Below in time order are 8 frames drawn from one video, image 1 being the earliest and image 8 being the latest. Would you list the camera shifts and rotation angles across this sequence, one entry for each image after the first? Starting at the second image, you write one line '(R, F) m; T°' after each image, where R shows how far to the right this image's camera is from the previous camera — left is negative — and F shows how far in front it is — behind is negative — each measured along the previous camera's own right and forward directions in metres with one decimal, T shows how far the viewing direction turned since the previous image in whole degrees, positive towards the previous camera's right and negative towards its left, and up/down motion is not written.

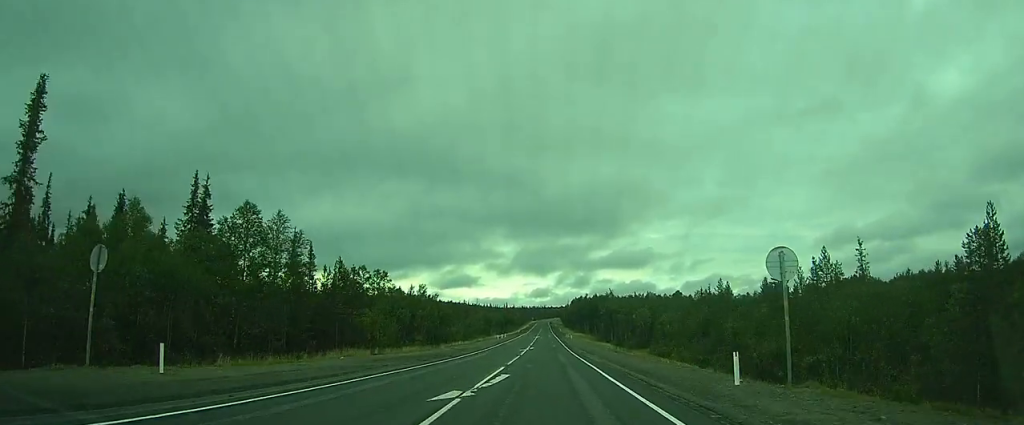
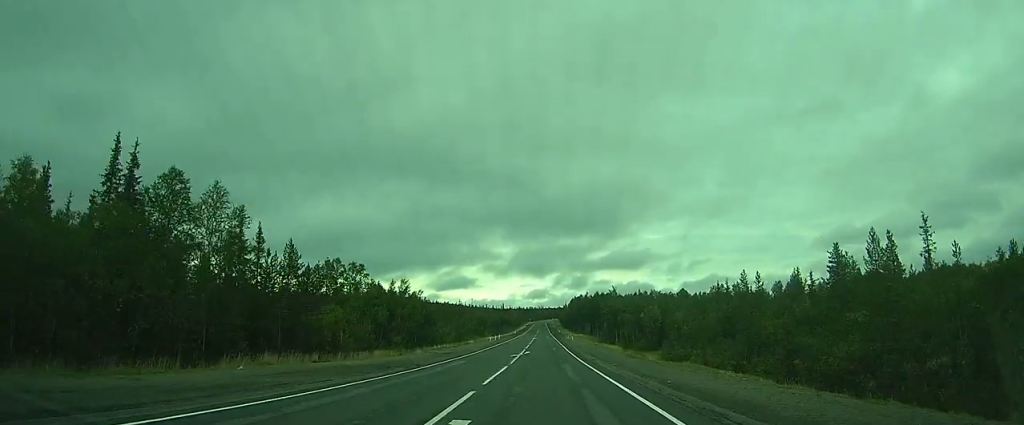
(+0.1, +9.5) m; 0°
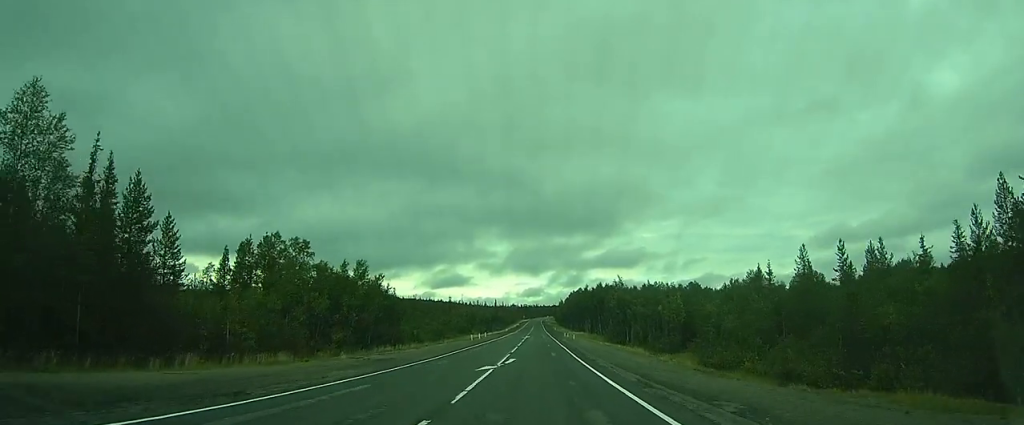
(0.0, +16.2) m; 0°
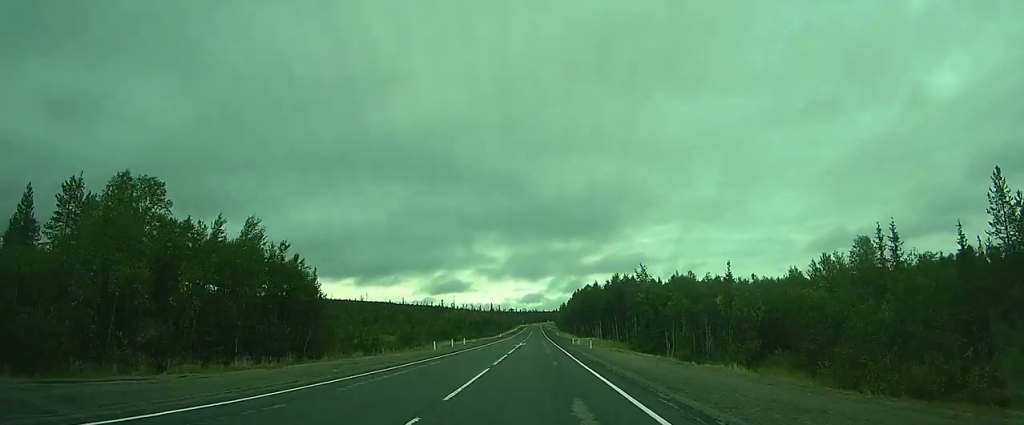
(0.0, +22.9) m; 0°
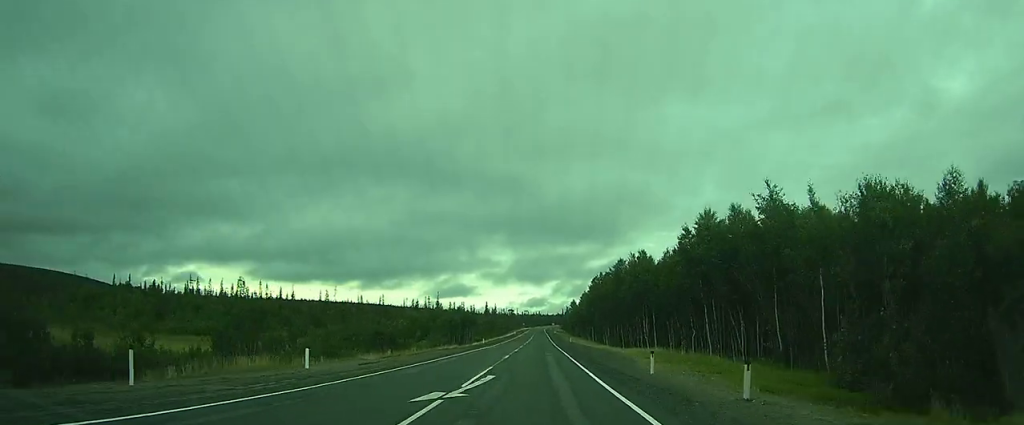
(+0.2, +43.0) m; 0°
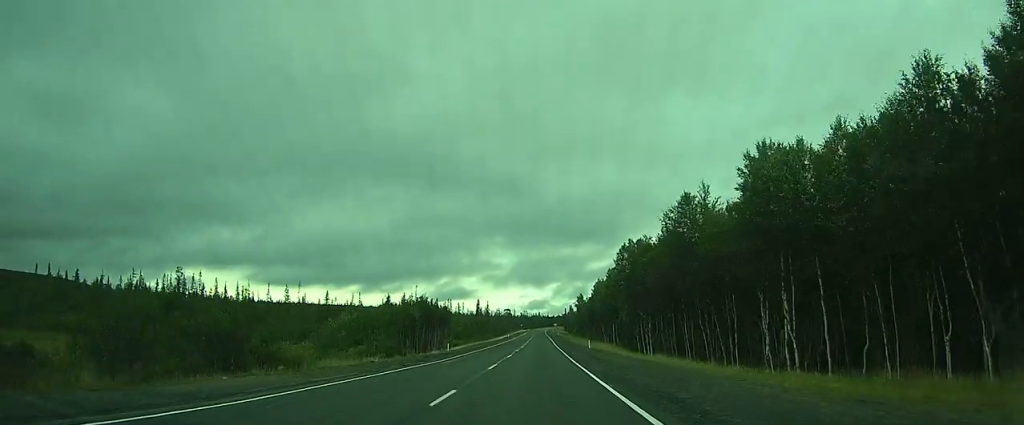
(0.0, +32.2) m; 0°
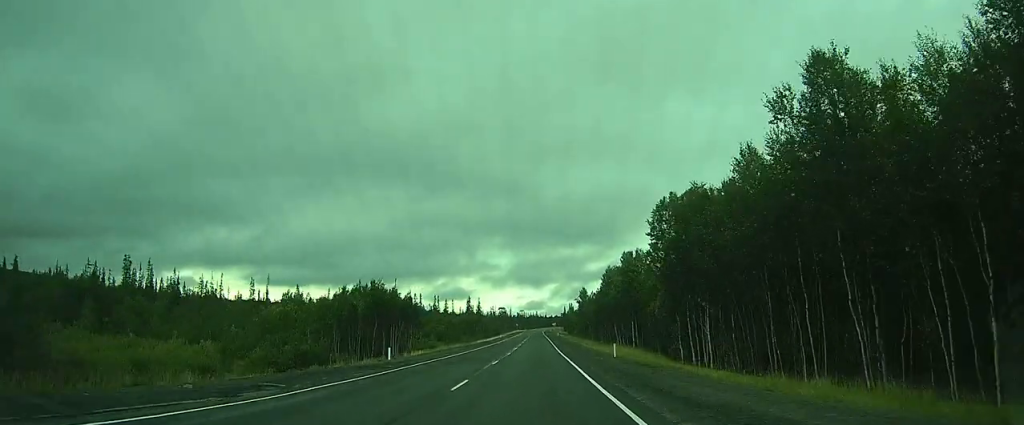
(0.0, +19.5) m; 0°
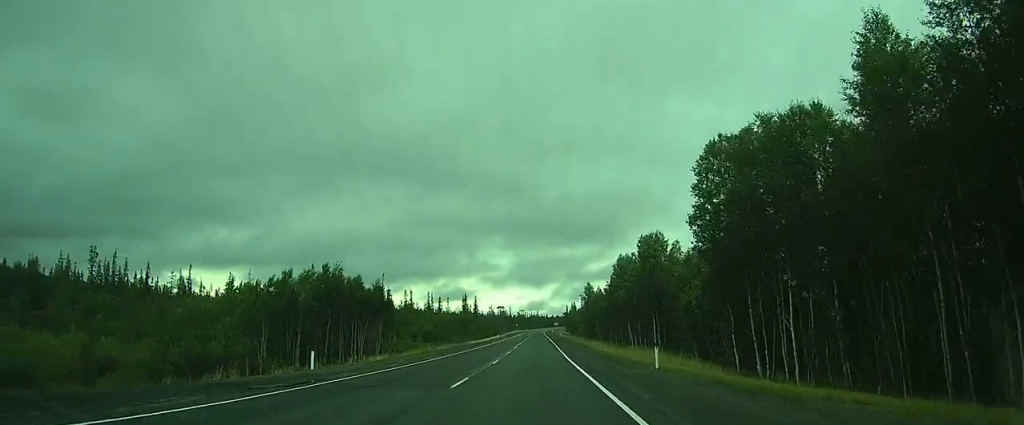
(0.0, +11.5) m; 0°
